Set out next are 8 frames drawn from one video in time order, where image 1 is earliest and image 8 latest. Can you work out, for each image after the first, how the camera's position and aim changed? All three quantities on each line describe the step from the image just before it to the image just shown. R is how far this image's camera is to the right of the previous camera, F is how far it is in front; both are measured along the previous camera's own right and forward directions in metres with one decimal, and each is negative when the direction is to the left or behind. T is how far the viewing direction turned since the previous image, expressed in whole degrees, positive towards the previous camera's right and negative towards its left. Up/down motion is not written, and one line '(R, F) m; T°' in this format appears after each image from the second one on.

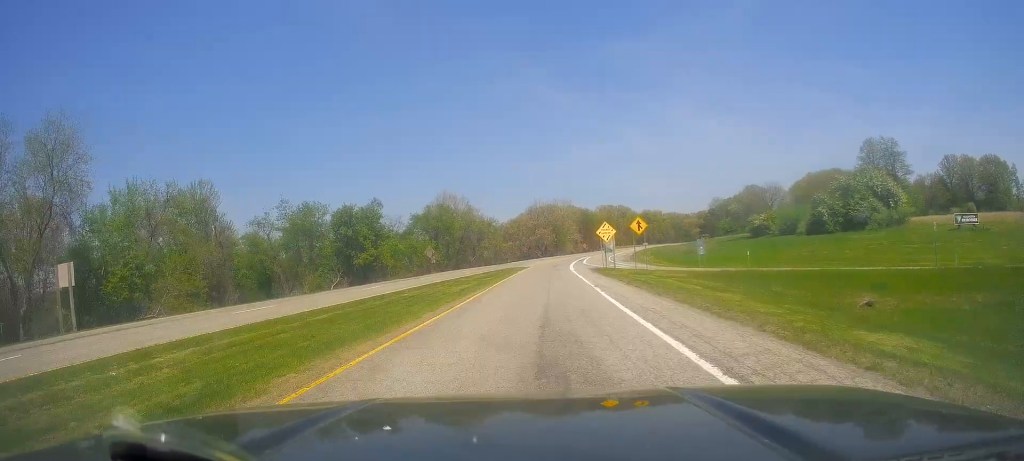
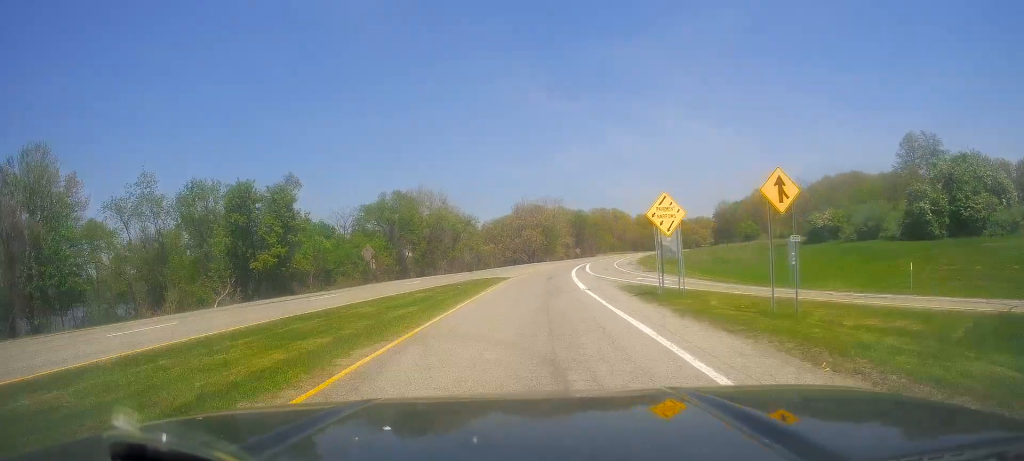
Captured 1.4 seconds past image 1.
(+0.4, +25.4) m; +2°
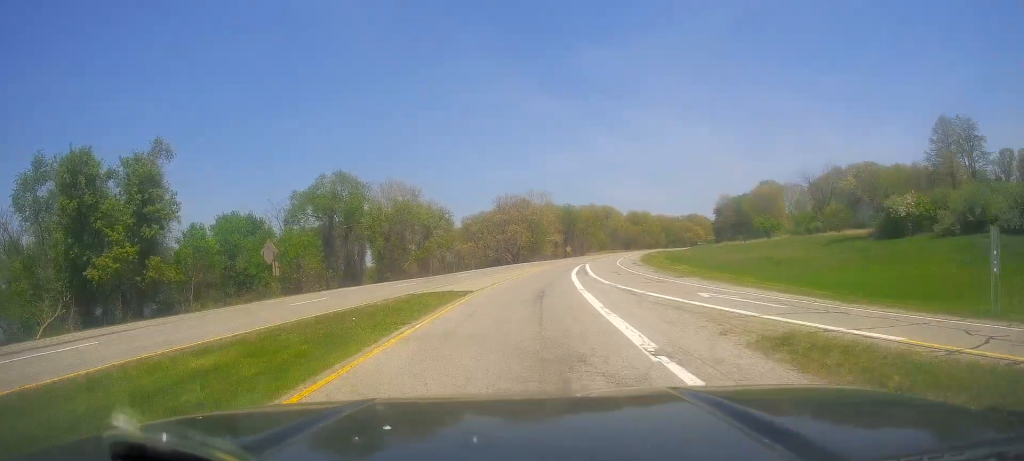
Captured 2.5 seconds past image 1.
(+0.4, +19.4) m; +2°
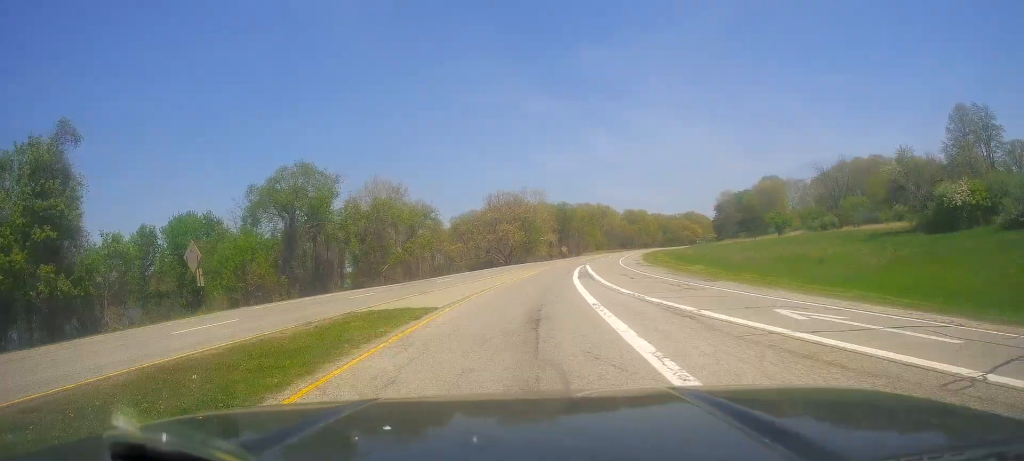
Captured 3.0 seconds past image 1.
(+0.1, +8.7) m; +1°
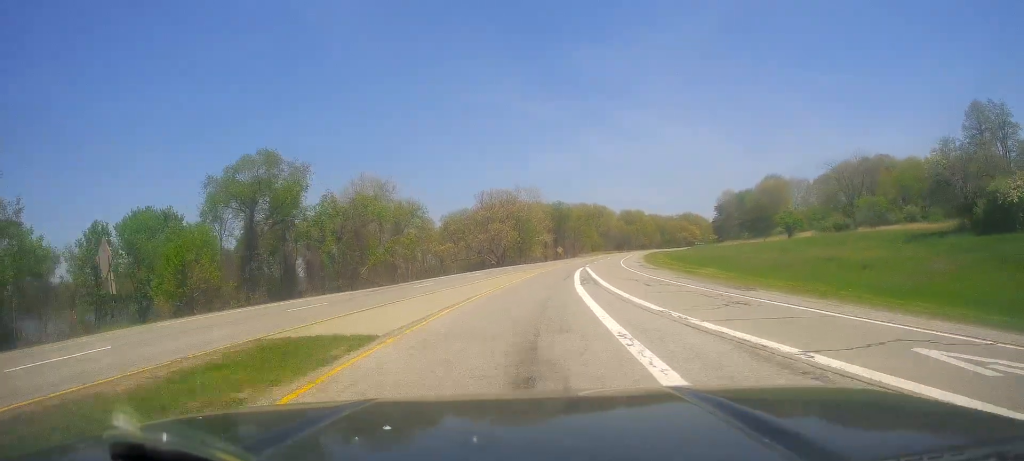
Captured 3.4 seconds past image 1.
(0.0, +6.9) m; 0°
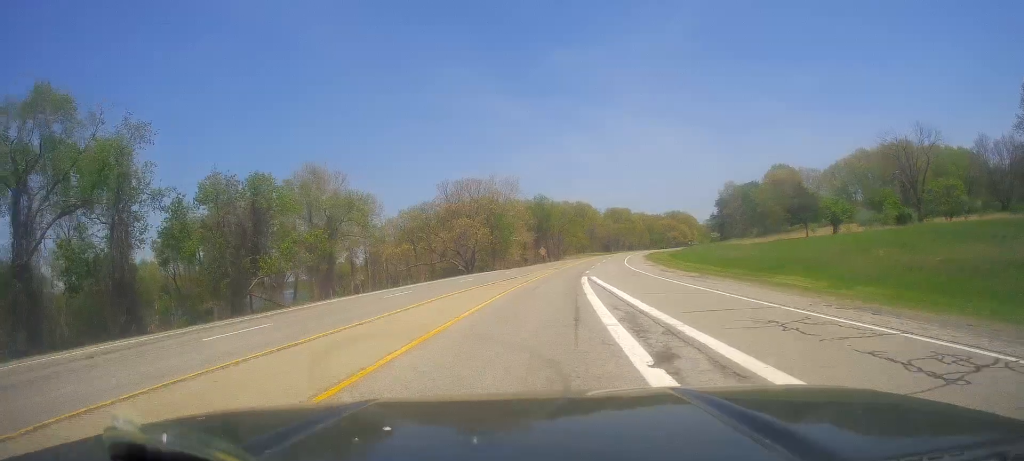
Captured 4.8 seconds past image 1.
(+0.3, +23.7) m; +2°
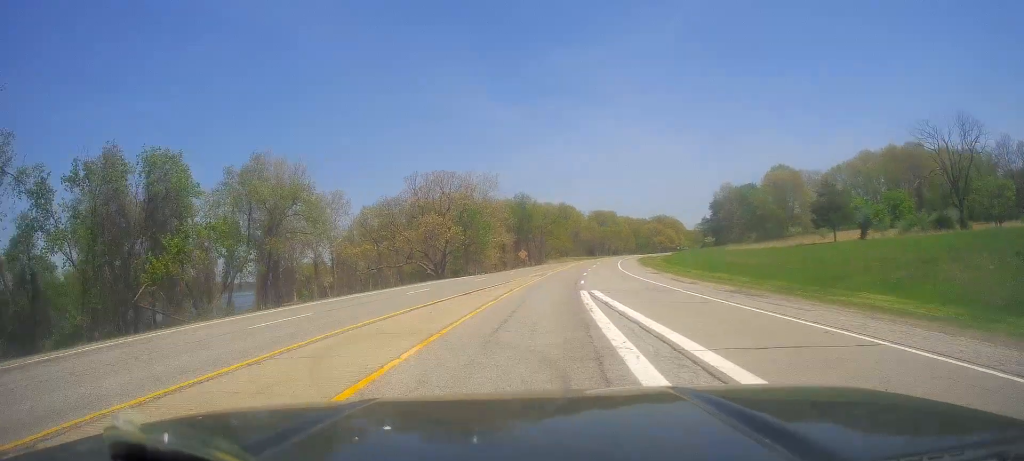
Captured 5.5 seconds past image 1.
(+0.1, +12.6) m; +2°
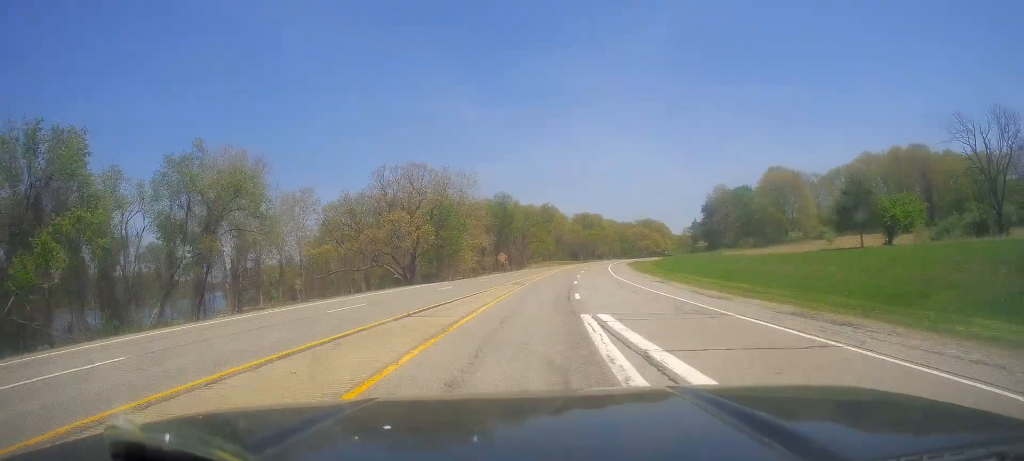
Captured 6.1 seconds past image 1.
(-0.1, +9.6) m; +2°
